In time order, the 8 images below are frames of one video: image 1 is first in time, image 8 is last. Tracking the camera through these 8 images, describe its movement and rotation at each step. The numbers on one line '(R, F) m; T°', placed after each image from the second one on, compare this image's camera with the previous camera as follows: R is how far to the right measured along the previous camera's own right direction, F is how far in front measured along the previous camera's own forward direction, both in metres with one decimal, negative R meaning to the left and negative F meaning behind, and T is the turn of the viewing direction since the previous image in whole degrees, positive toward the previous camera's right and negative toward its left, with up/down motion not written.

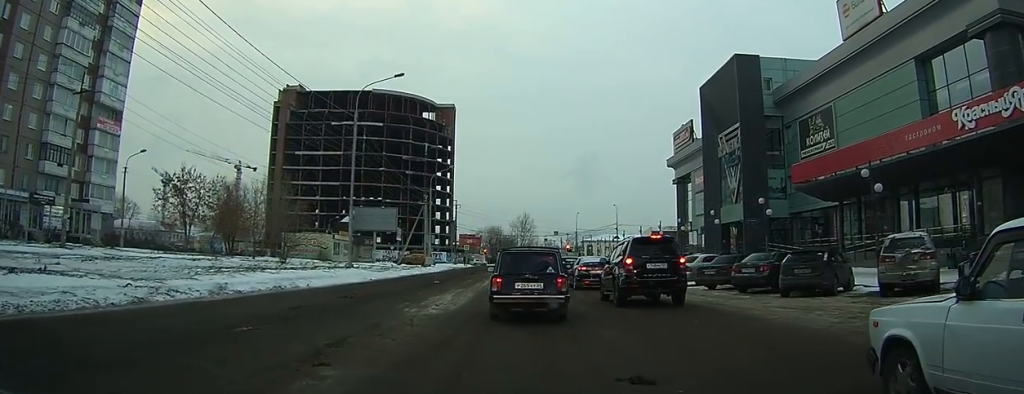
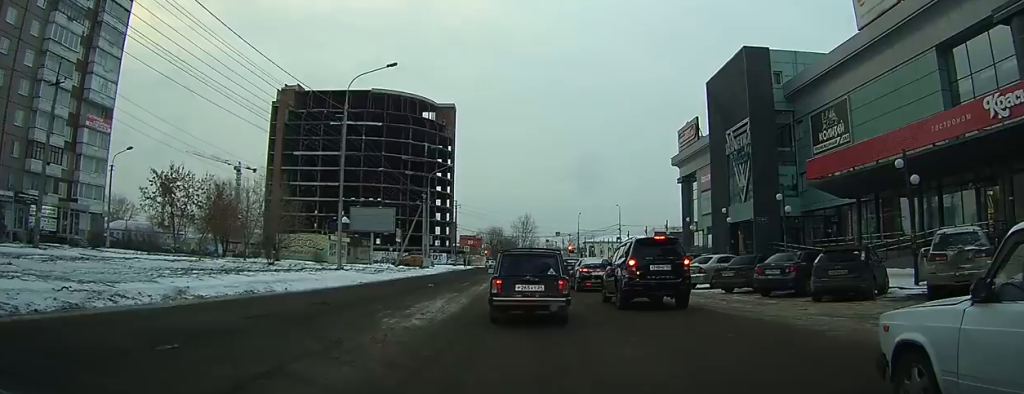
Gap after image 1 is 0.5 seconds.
(0.0, +2.0) m; 0°
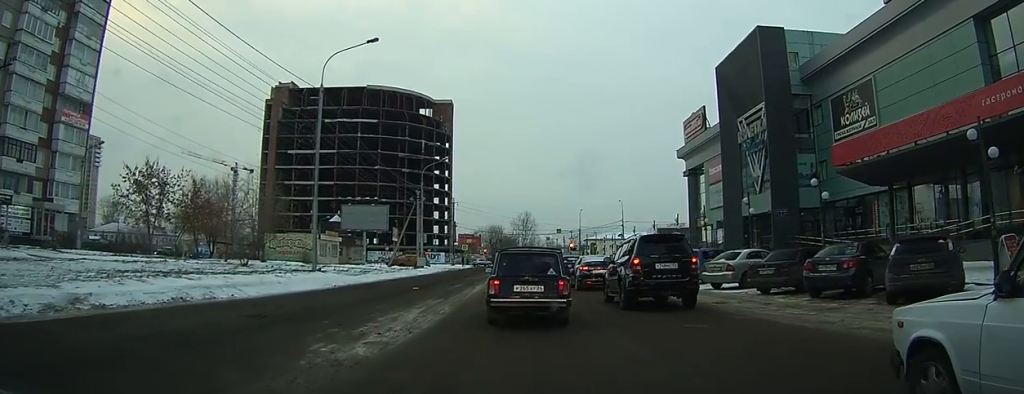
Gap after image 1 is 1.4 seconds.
(0.0, +3.7) m; -1°
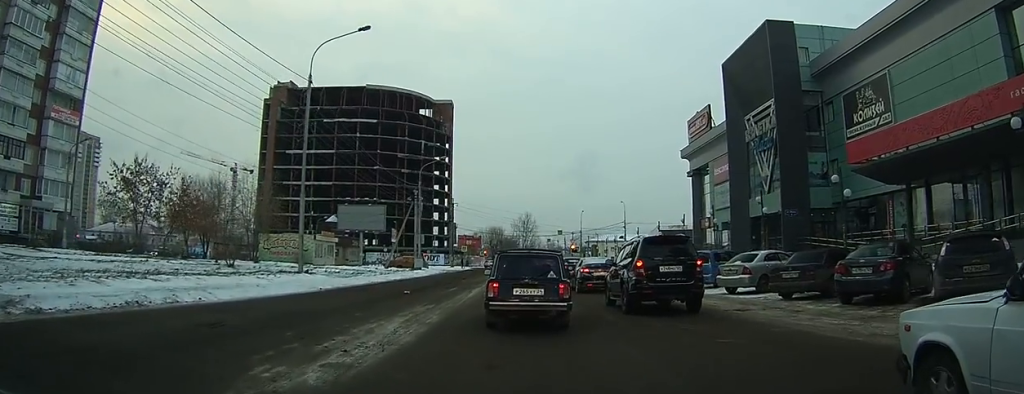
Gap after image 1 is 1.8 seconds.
(0.0, +1.8) m; -1°
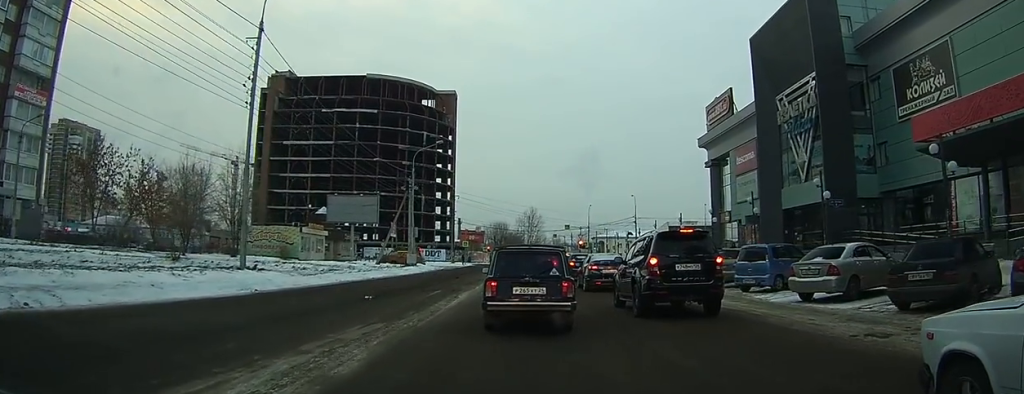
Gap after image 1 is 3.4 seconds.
(-0.2, +6.2) m; -2°
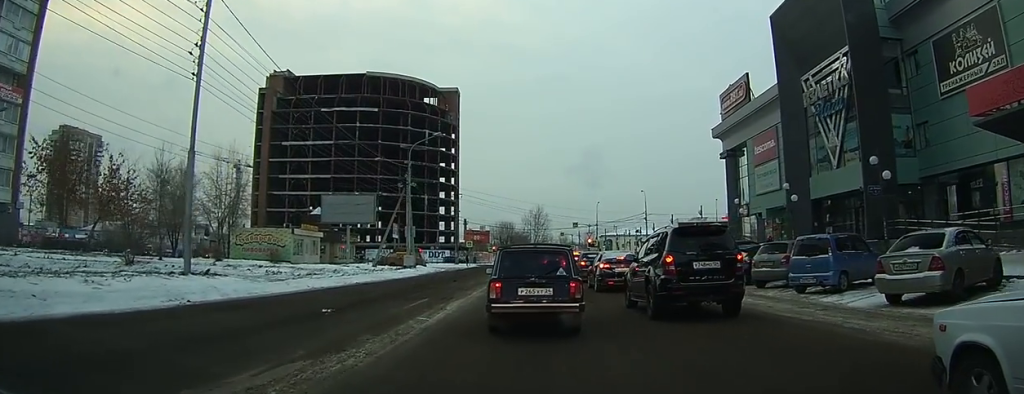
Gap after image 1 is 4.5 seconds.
(0.0, +4.1) m; +2°
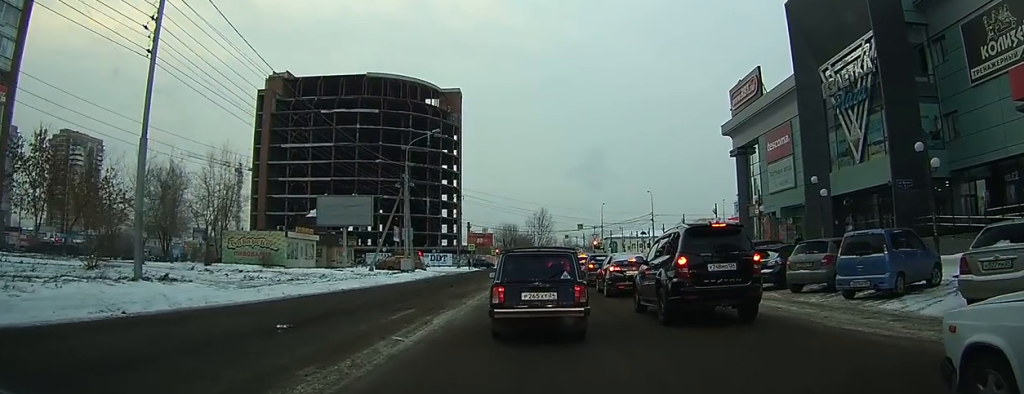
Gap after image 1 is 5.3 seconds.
(0.0, +2.6) m; +2°
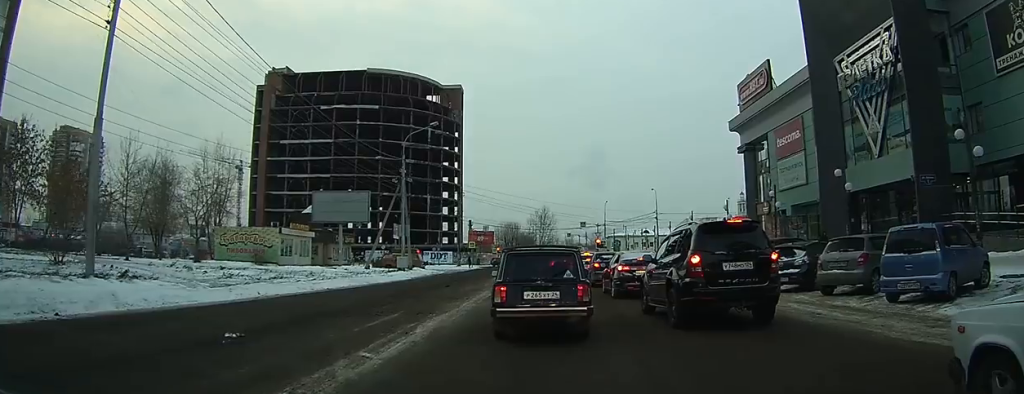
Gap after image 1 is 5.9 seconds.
(0.0, +2.0) m; +2°
